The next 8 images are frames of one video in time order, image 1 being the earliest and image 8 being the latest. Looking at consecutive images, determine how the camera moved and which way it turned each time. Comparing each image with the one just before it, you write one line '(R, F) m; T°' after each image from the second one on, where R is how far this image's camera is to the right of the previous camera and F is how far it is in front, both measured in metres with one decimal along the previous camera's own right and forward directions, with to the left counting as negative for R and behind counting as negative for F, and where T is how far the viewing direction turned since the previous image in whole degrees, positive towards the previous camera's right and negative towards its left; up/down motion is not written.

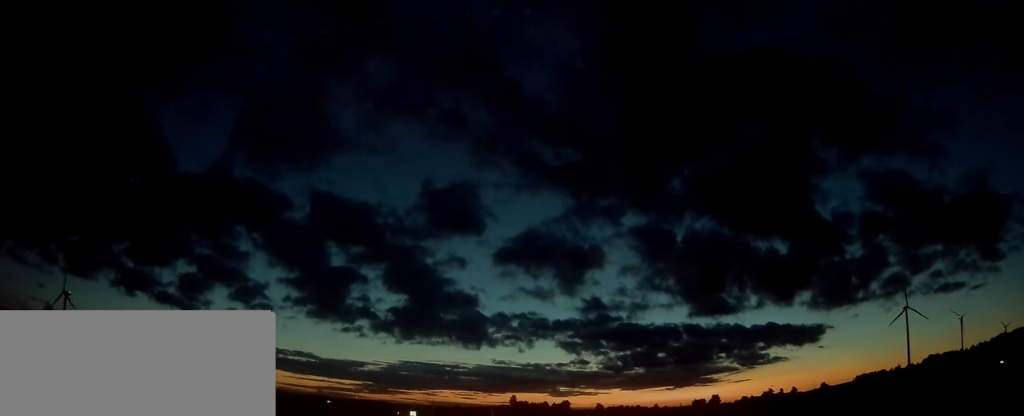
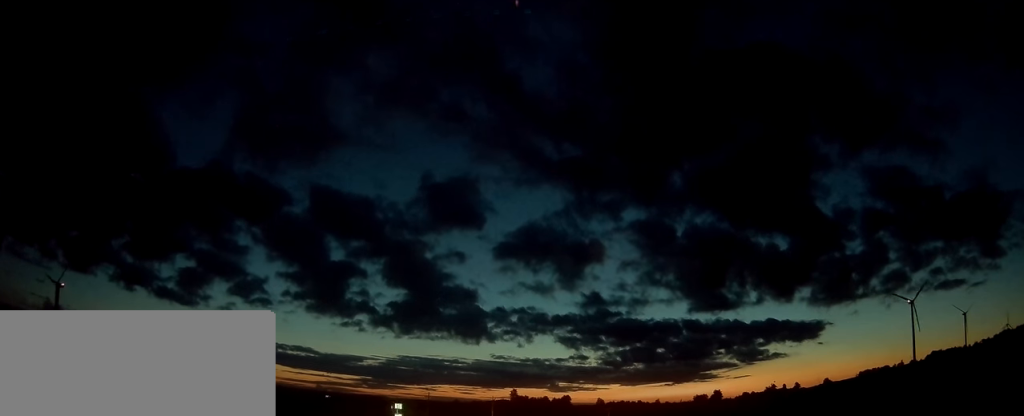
(-0.2, +11.6) m; 0°
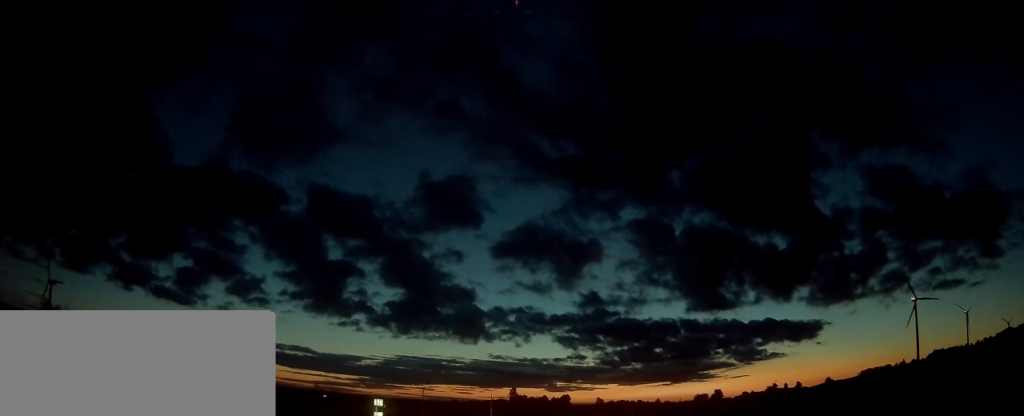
(+0.3, +10.0) m; 0°
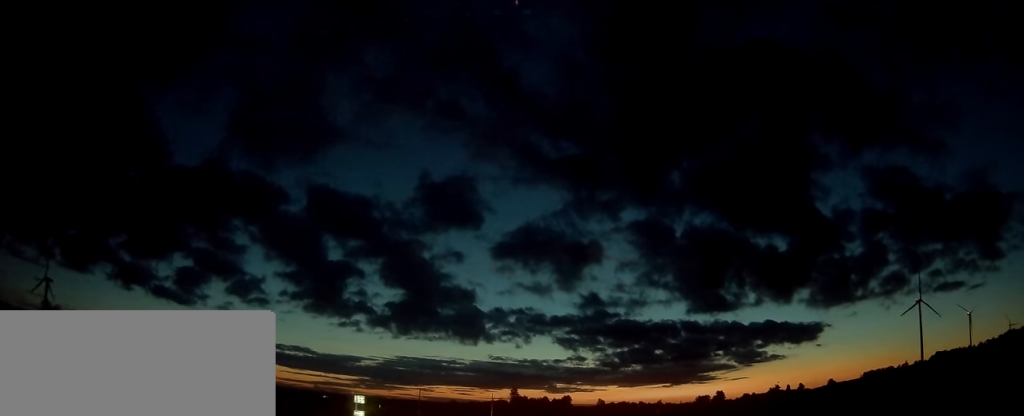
(+0.1, +7.3) m; 0°
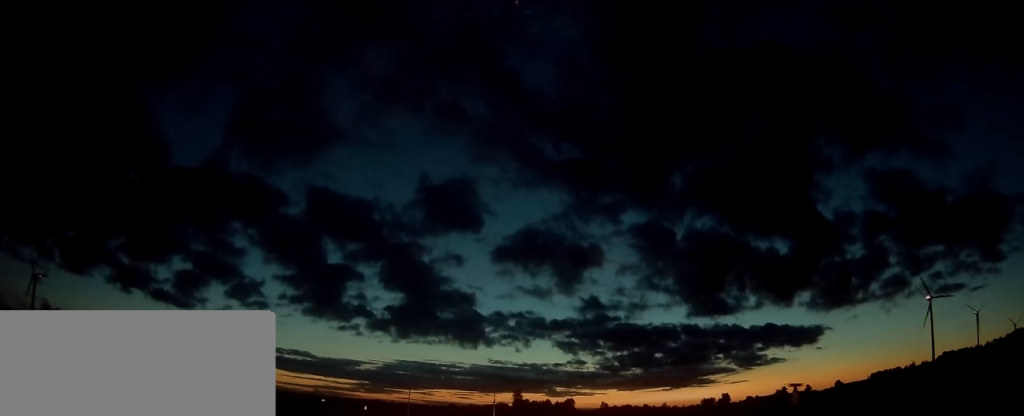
(-0.2, +20.3) m; 0°
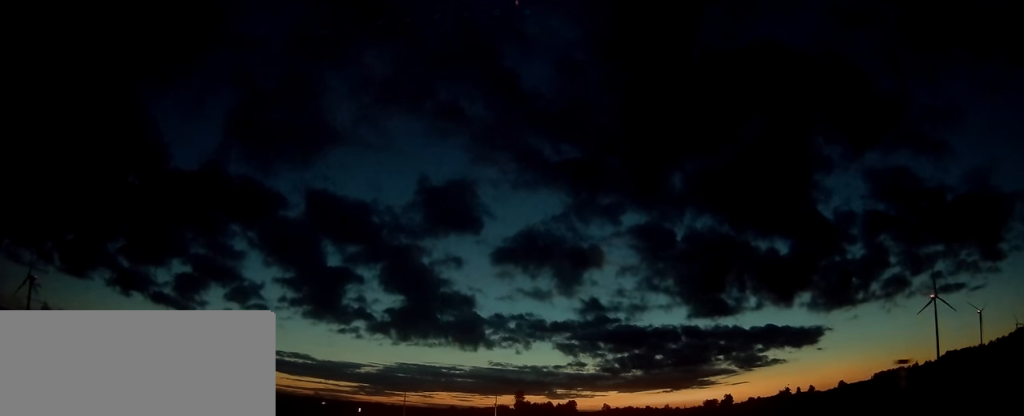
(+0.2, +7.3) m; 0°
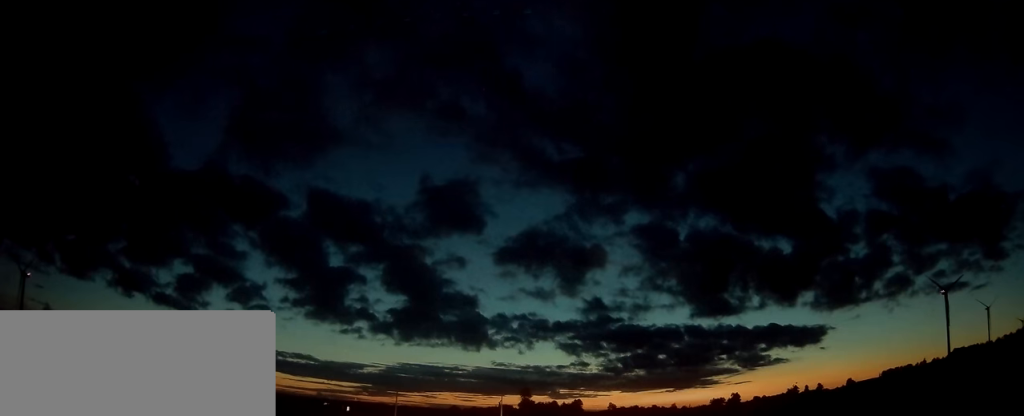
(-0.2, +14.3) m; 0°
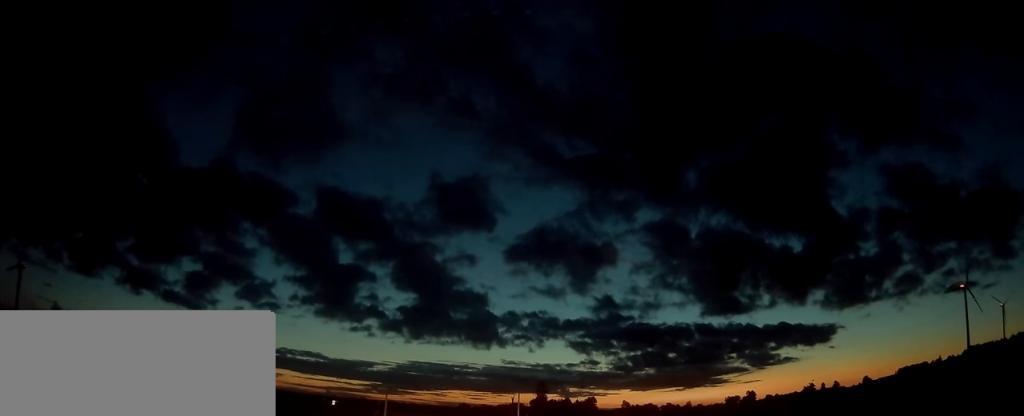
(+0.2, +18.9) m; 0°
